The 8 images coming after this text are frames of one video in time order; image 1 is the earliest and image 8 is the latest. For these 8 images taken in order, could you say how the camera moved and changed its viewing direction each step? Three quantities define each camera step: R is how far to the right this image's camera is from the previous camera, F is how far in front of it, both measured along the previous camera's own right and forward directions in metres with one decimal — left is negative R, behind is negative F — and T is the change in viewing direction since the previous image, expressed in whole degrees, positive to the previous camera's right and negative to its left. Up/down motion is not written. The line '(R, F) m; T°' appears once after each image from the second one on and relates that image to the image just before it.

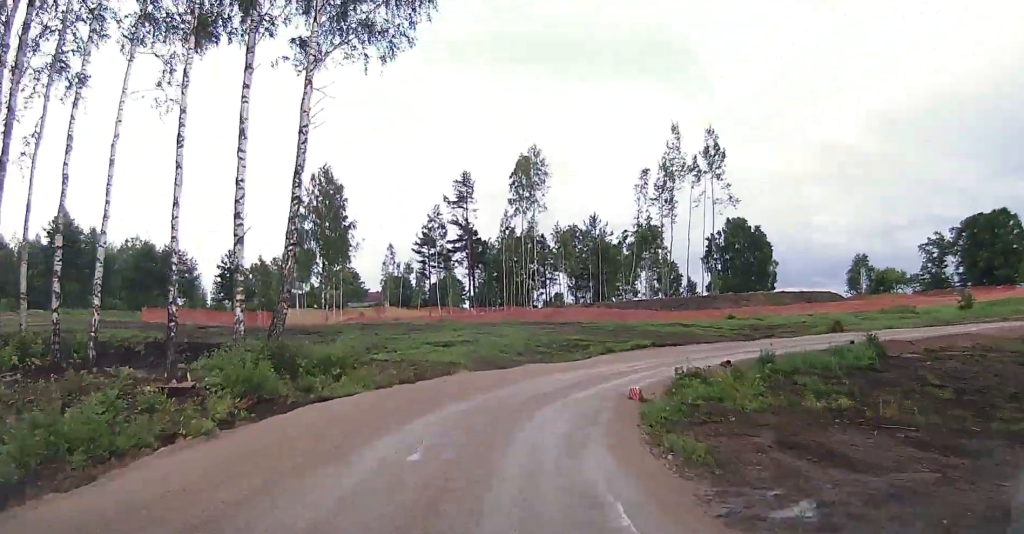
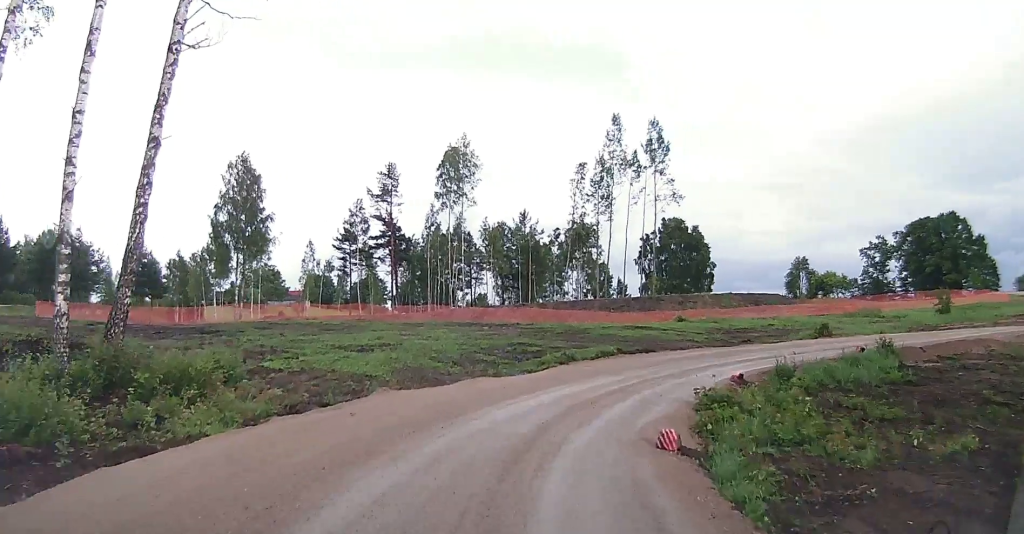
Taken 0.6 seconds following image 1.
(+0.8, +6.2) m; +5°
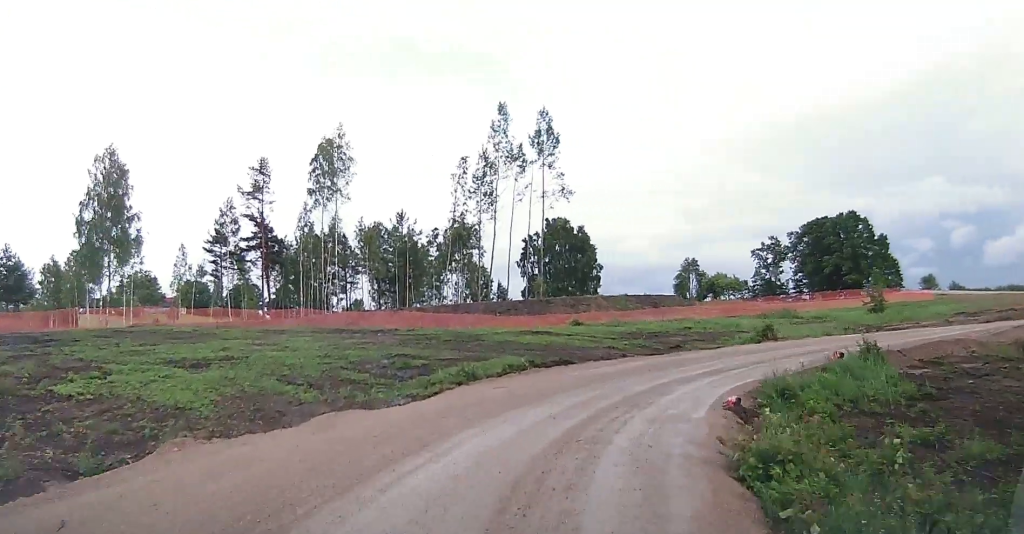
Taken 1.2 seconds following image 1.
(+0.3, +6.0) m; +7°
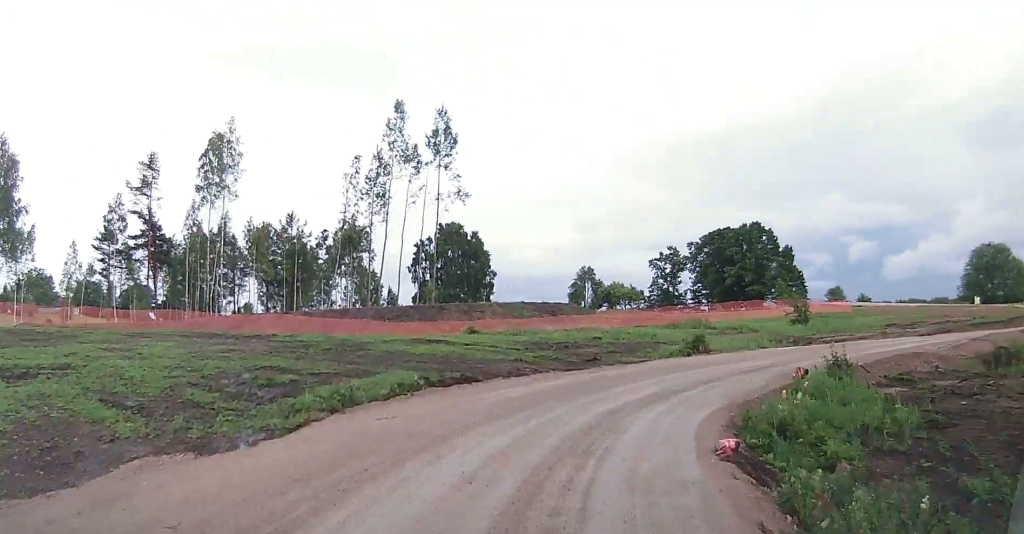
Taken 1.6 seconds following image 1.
(-0.1, +4.1) m; +7°
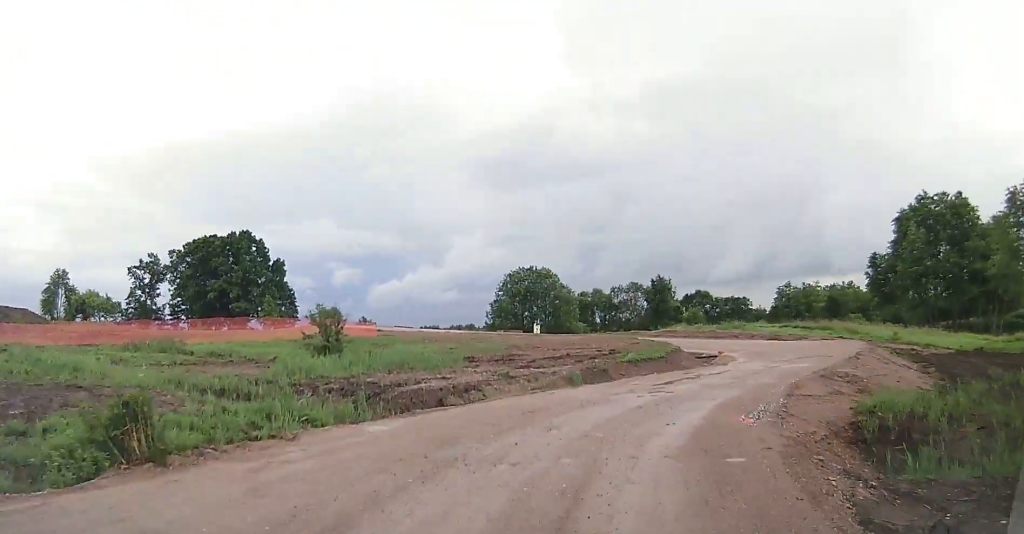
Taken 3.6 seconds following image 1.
(+6.5, +15.6) m; +44°
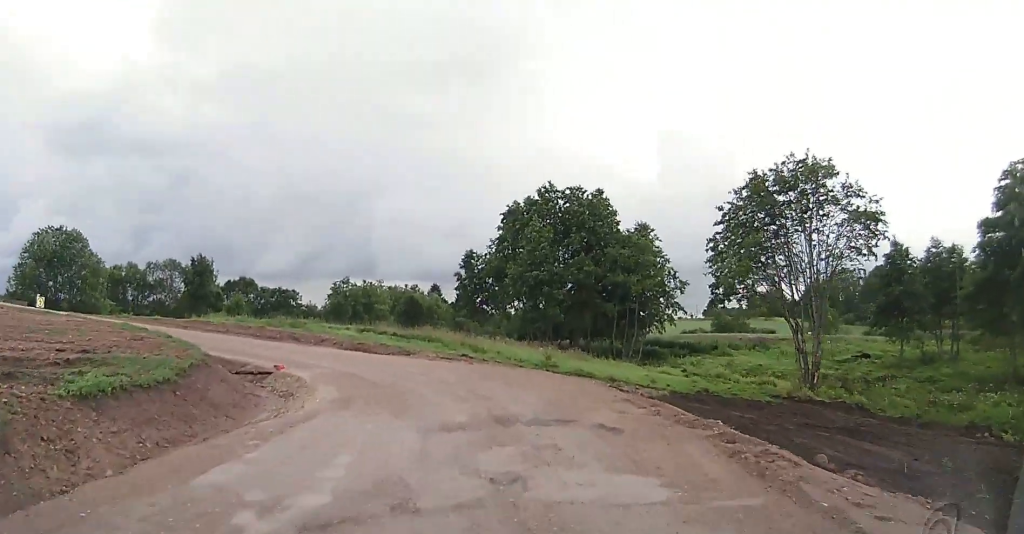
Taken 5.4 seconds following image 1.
(+4.7, +15.3) m; +30°
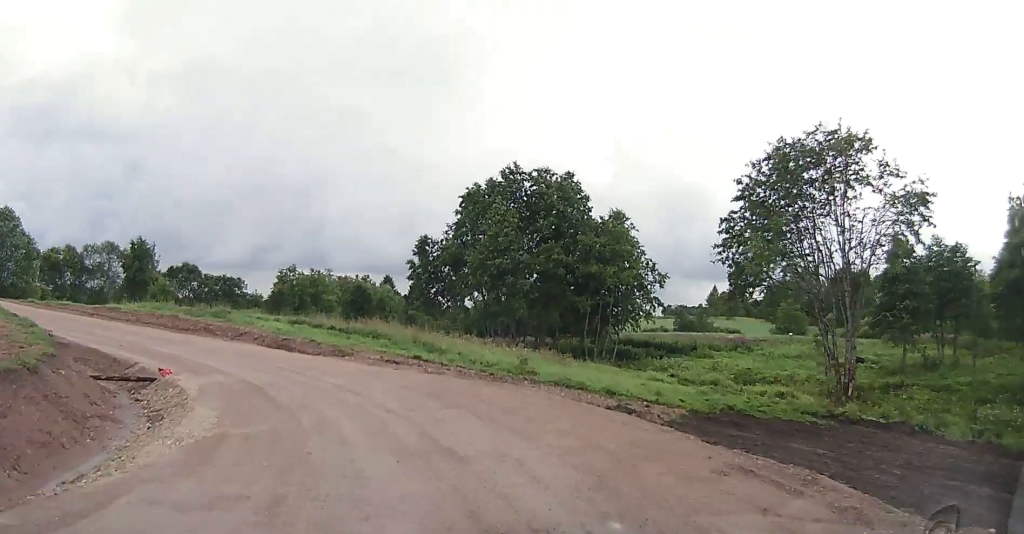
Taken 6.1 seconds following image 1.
(+0.7, +6.5) m; +5°
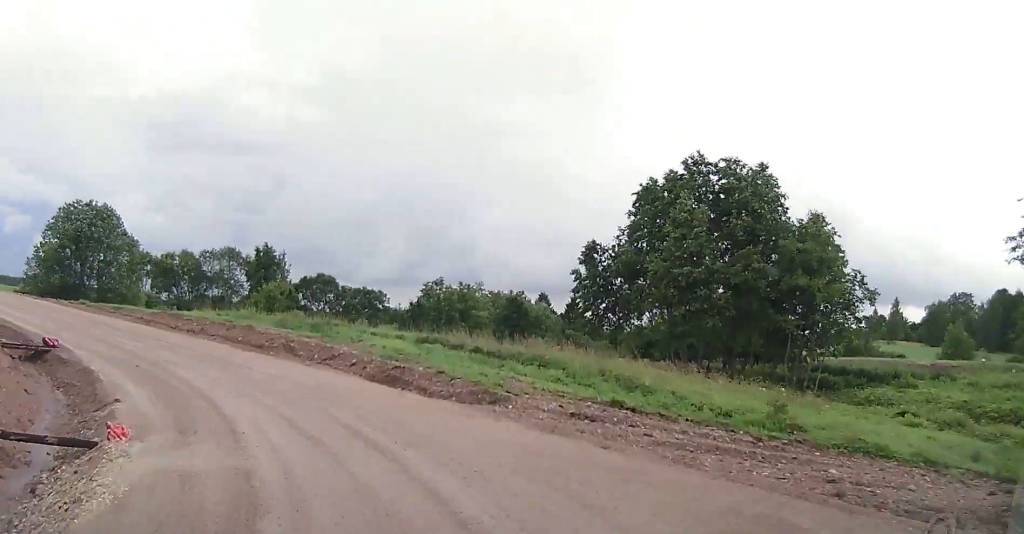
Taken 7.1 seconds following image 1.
(-0.1, +8.9) m; -12°
